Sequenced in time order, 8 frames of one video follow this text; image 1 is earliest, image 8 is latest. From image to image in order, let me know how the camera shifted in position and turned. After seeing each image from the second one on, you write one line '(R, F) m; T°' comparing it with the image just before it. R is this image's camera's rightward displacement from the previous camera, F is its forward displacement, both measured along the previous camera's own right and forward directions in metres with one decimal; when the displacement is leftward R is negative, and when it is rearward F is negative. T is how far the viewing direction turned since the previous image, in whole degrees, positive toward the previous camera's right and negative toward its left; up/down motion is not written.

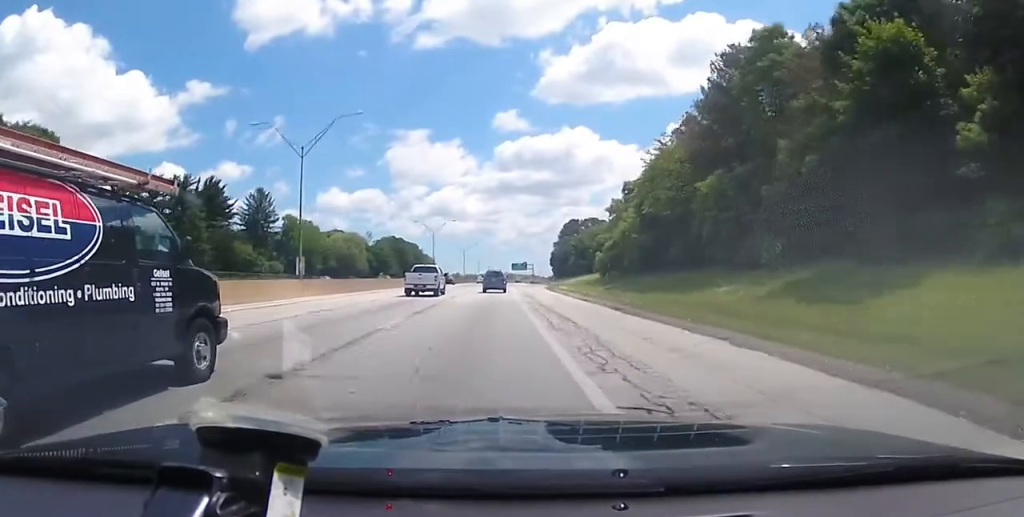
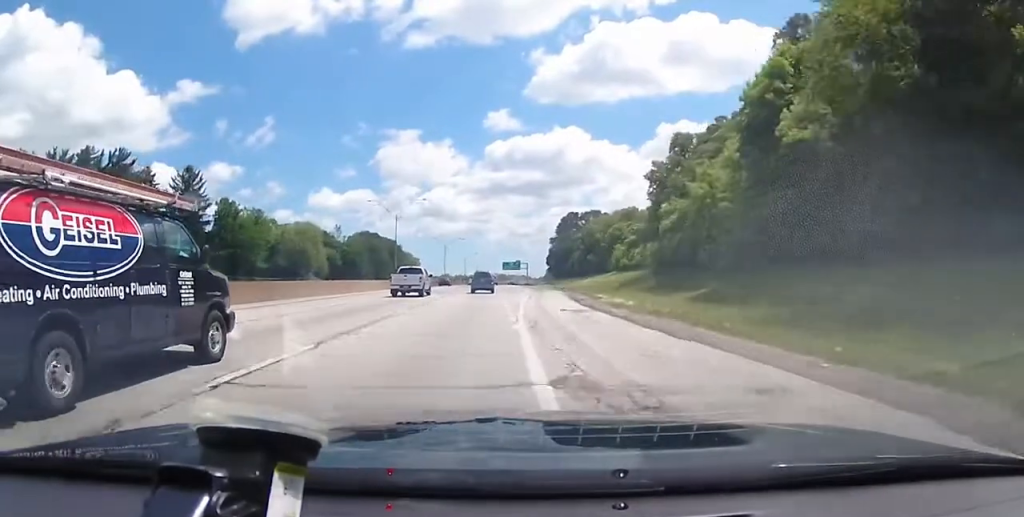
(+0.2, +31.2) m; +1°
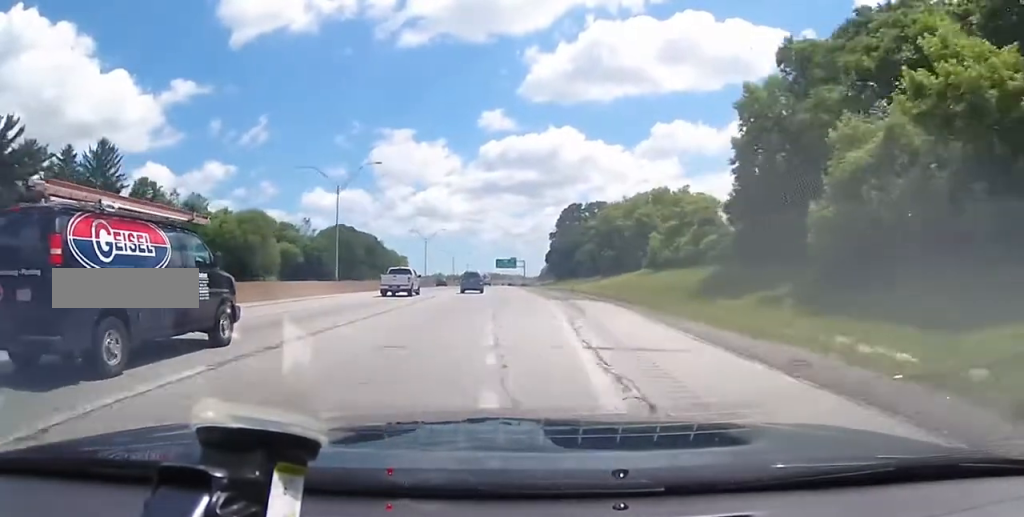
(+0.3, +27.3) m; +1°
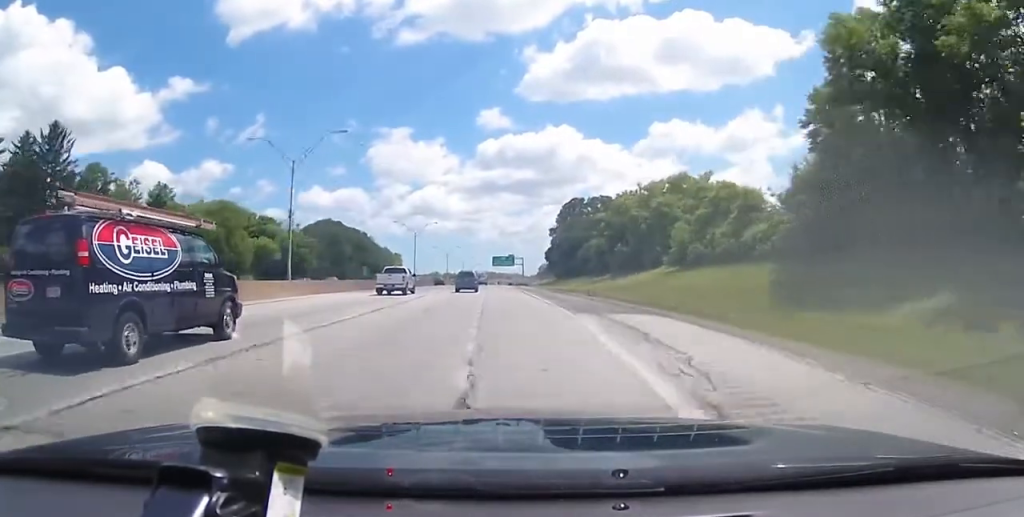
(0.0, +12.1) m; 0°
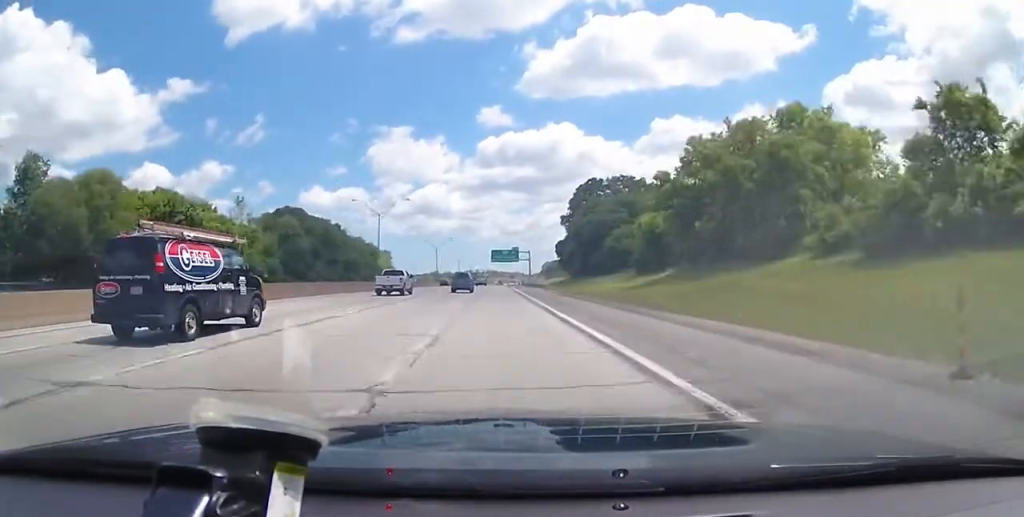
(0.0, +34.7) m; -1°
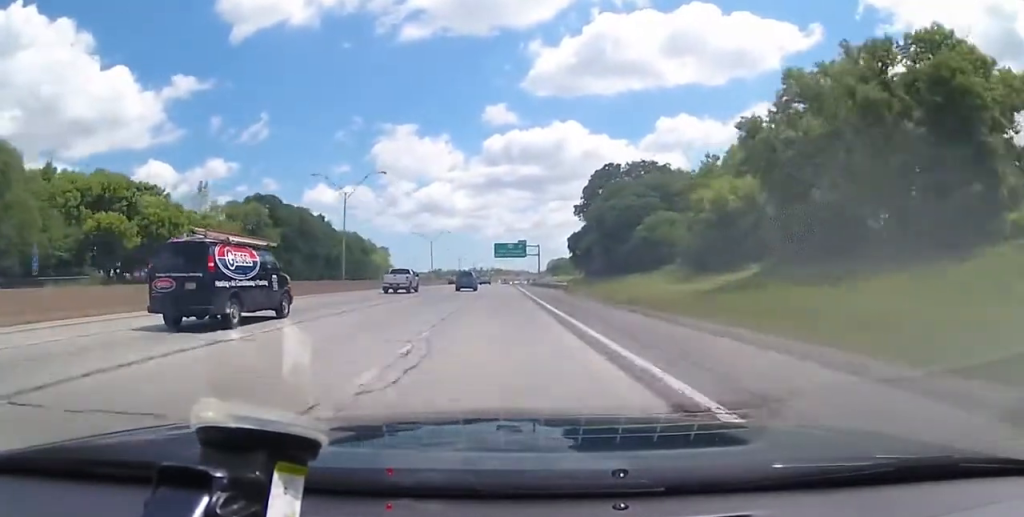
(-0.4, +19.6) m; -1°
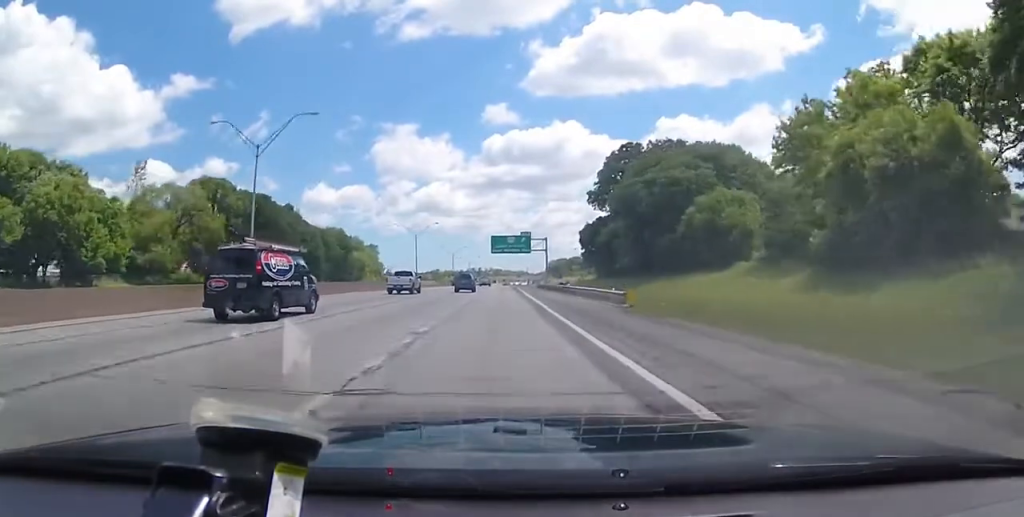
(+0.2, +23.1) m; 0°
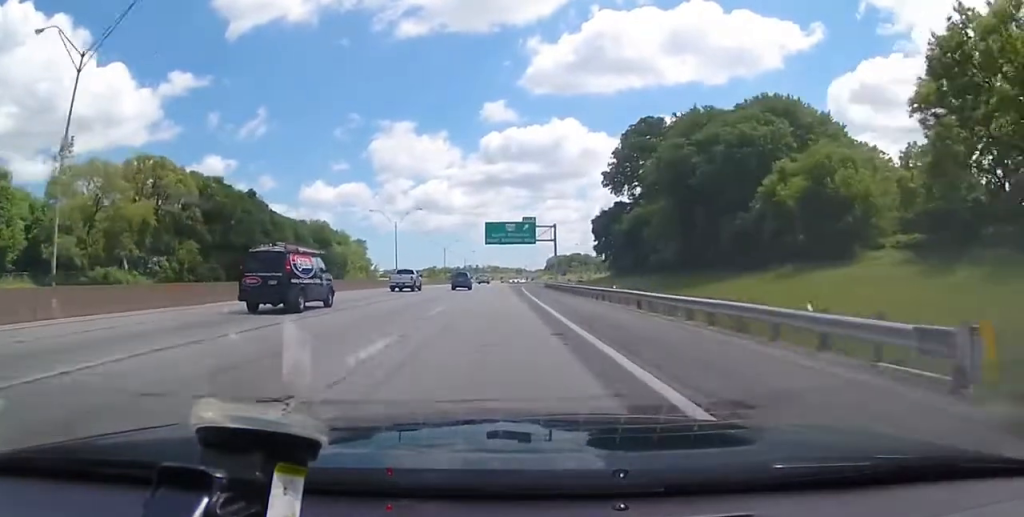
(-0.1, +19.3) m; 0°
